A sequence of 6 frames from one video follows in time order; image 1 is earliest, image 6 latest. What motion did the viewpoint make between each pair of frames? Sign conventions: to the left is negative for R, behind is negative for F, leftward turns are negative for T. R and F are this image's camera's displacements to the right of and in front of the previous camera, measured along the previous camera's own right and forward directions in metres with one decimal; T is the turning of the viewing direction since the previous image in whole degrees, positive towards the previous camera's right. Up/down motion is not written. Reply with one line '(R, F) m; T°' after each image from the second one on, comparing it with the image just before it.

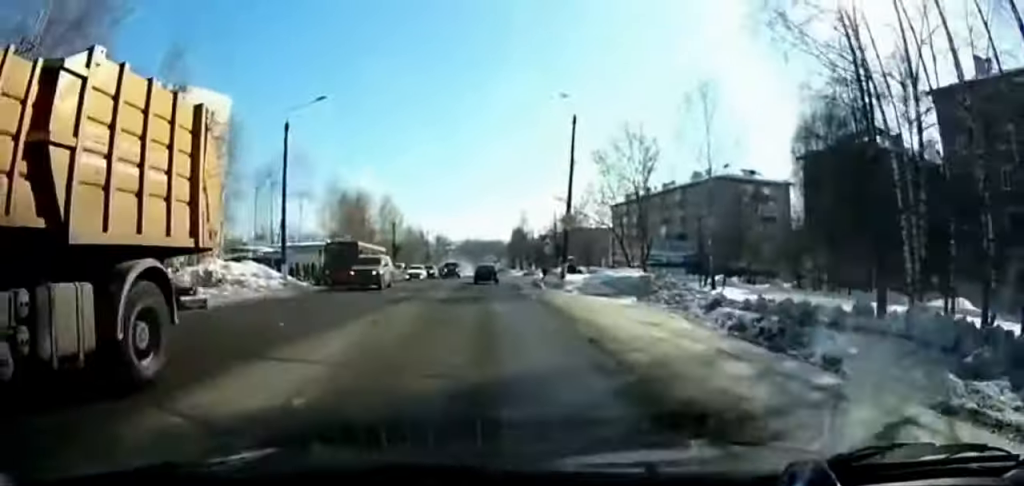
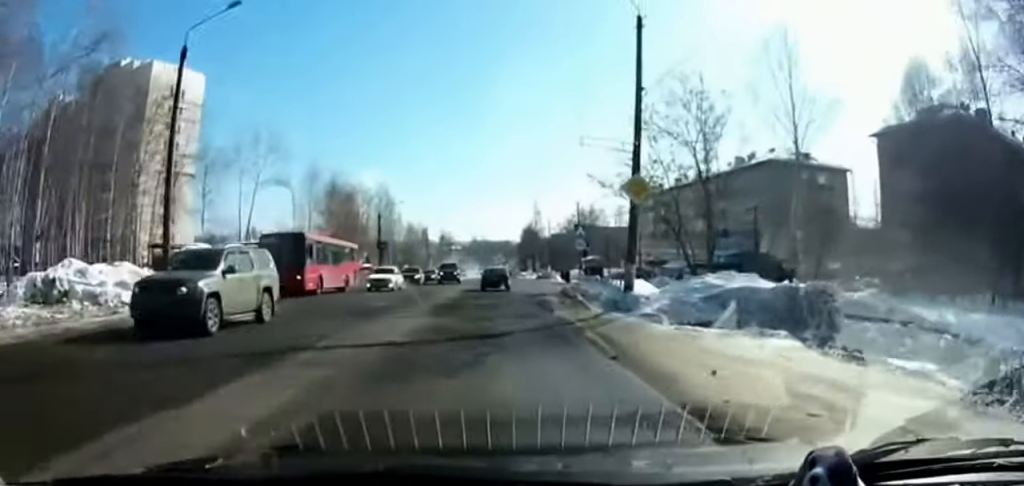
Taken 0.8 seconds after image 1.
(+0.3, +13.4) m; +1°
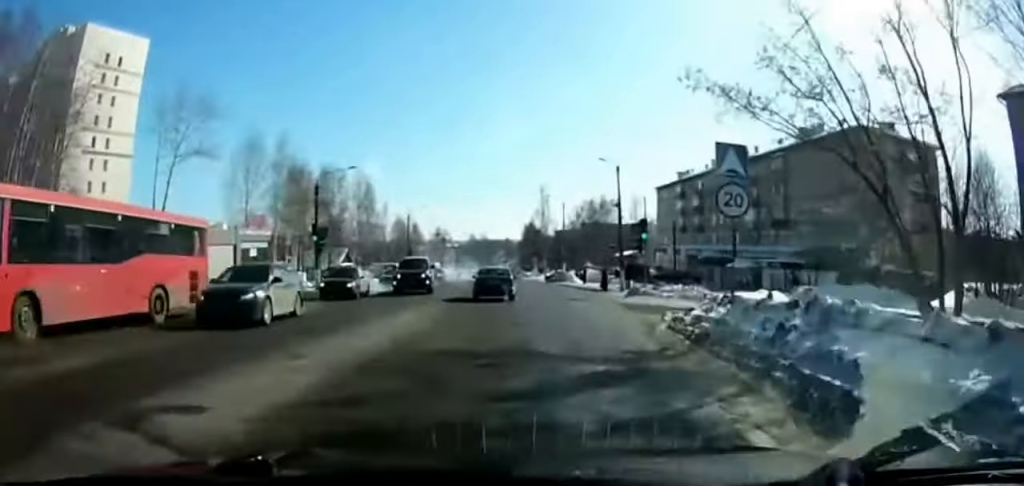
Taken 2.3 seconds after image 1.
(-0.1, +21.3) m; 0°
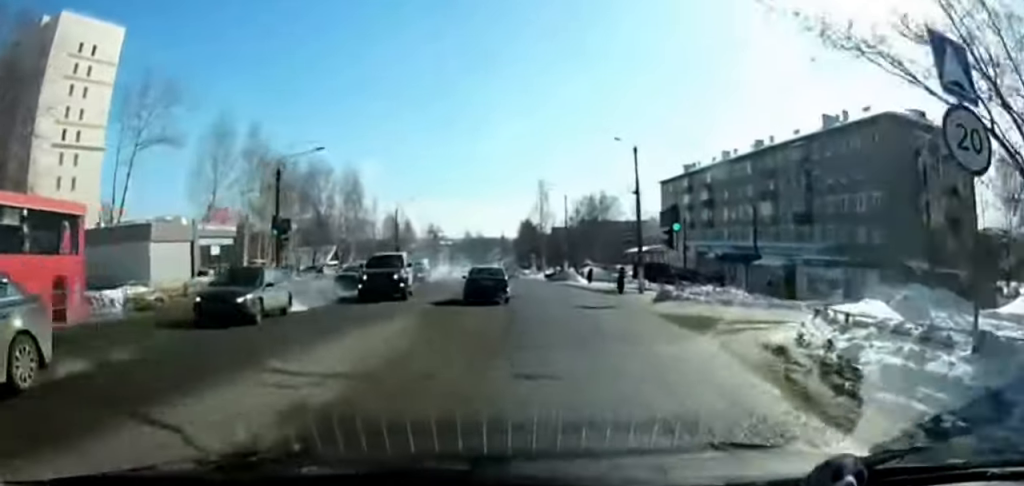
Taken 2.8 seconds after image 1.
(0.0, +7.0) m; 0°
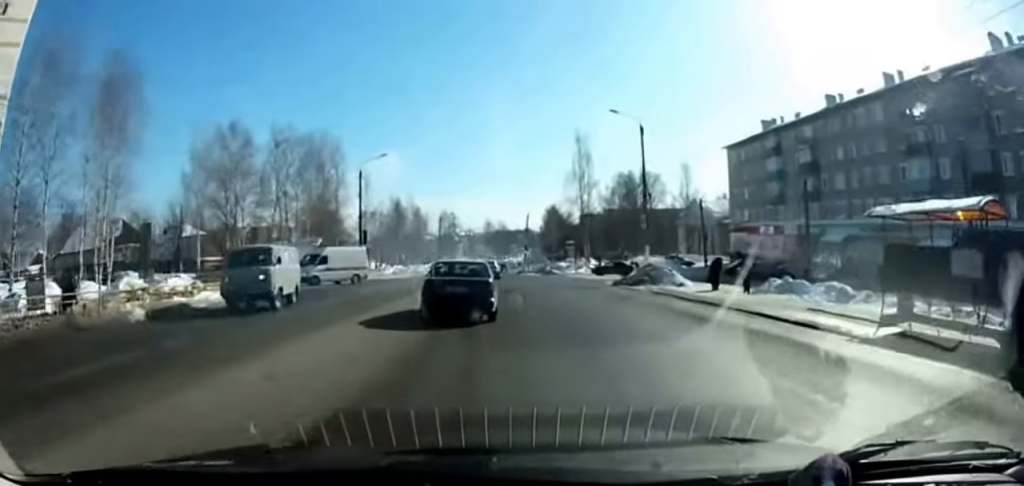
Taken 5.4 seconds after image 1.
(+0.3, +31.5) m; -1°
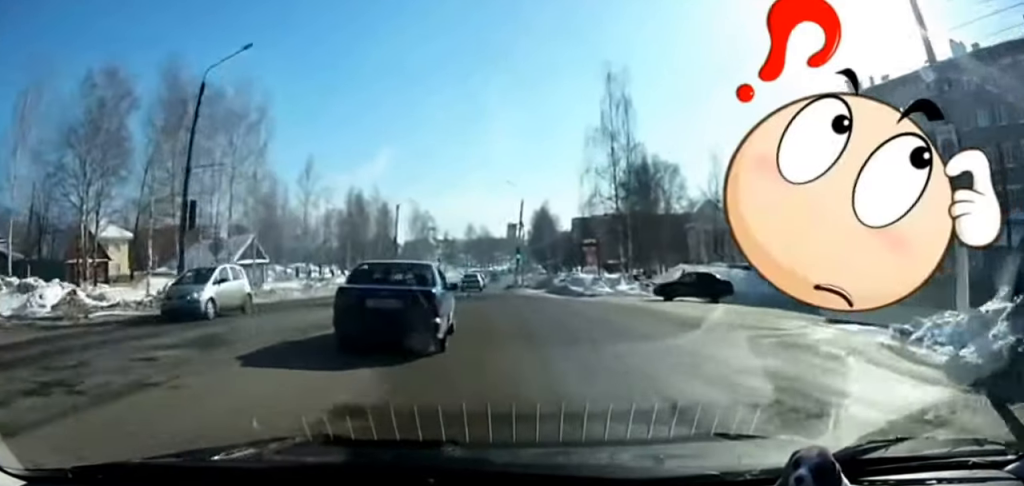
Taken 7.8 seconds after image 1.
(-0.2, +26.1) m; +1°
